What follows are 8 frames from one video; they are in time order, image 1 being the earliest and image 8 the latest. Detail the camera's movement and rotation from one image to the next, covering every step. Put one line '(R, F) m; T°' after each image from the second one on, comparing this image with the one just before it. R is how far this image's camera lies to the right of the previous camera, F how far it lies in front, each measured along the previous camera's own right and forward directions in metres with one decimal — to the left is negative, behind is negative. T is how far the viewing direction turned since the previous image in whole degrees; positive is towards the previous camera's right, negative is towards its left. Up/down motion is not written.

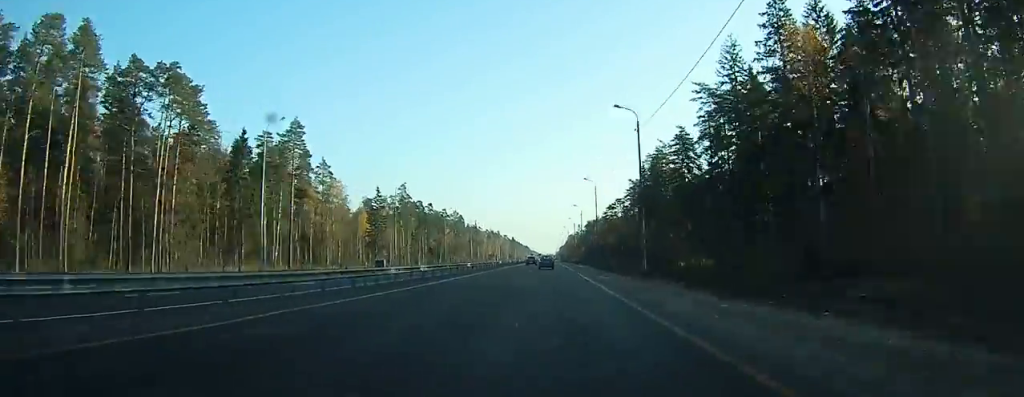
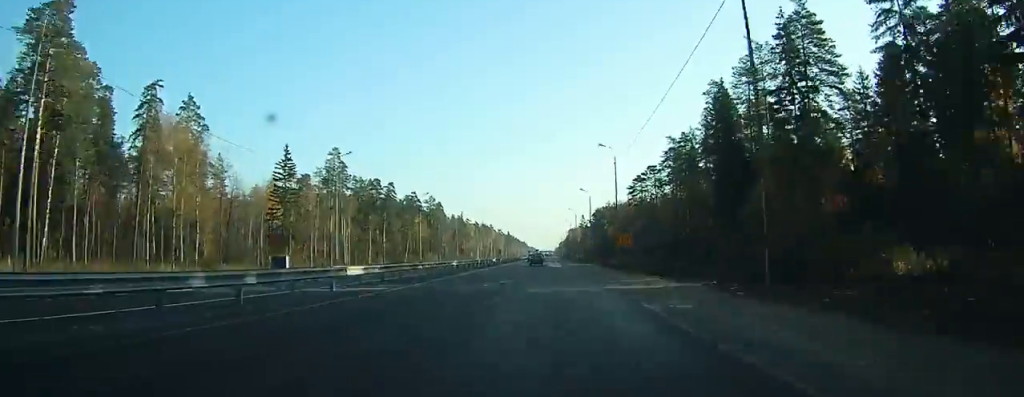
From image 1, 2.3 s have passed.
(0.0, +60.9) m; 0°
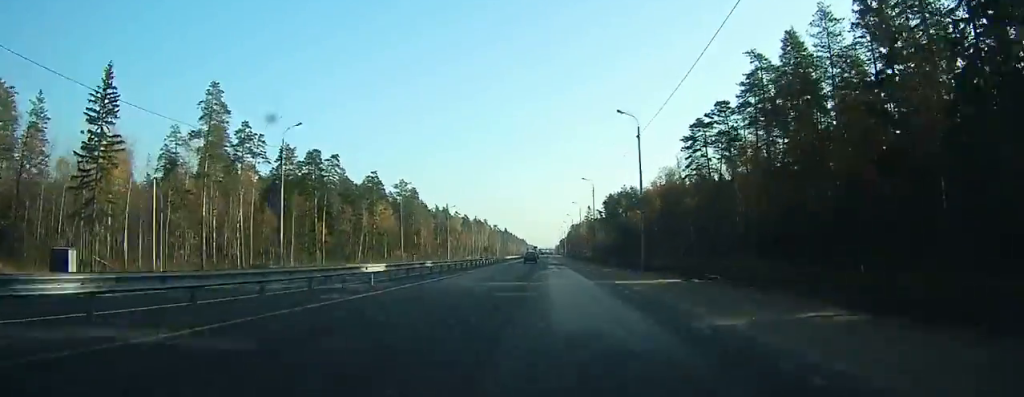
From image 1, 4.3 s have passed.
(0.0, +46.7) m; 0°
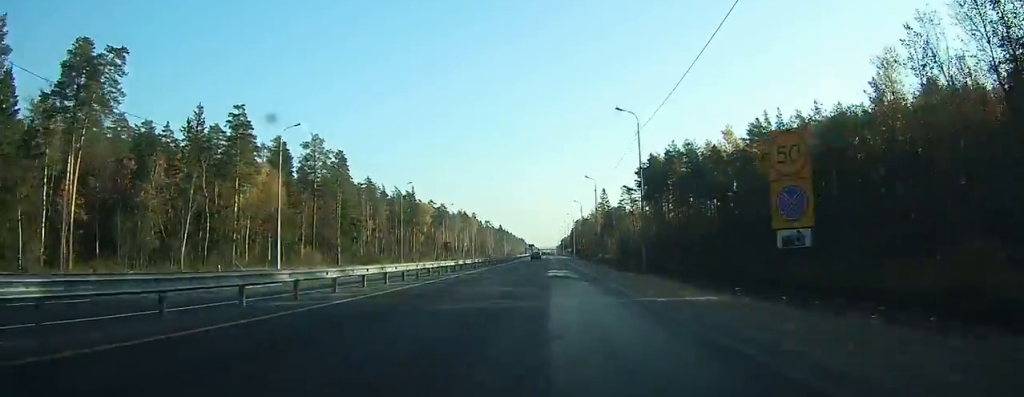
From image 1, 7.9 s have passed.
(+0.2, +74.5) m; 0°
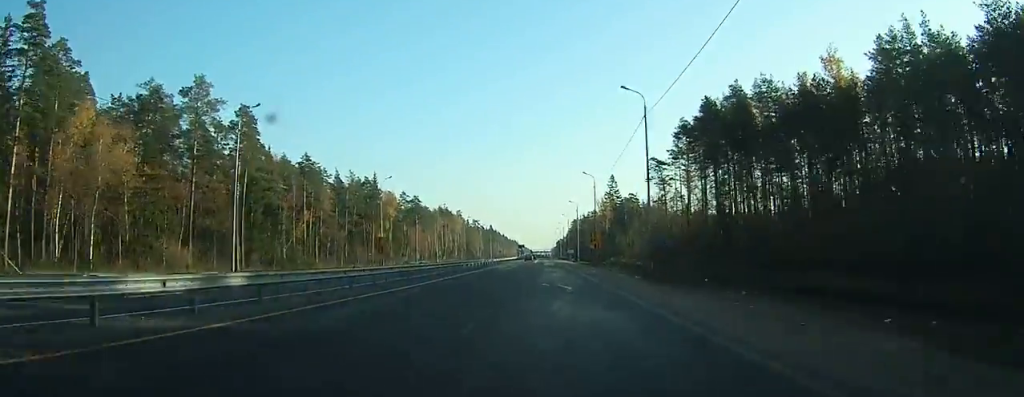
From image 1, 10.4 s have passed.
(-0.1, +47.1) m; 0°
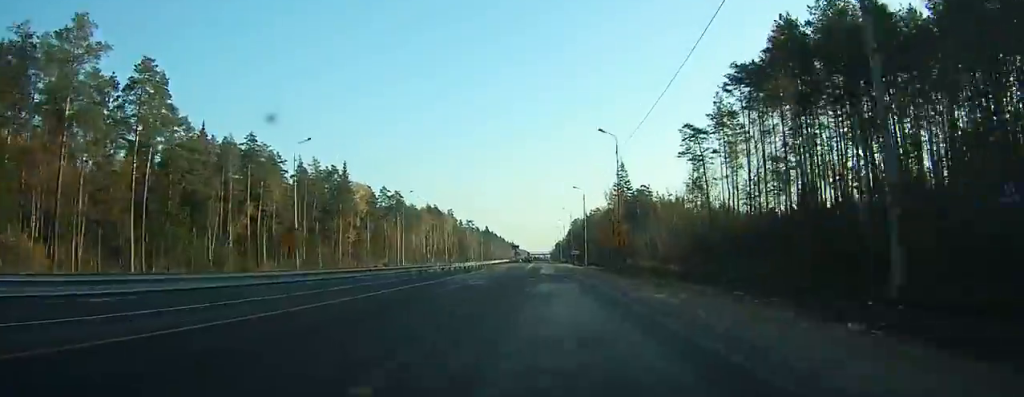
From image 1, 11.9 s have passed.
(0.0, +27.2) m; 0°
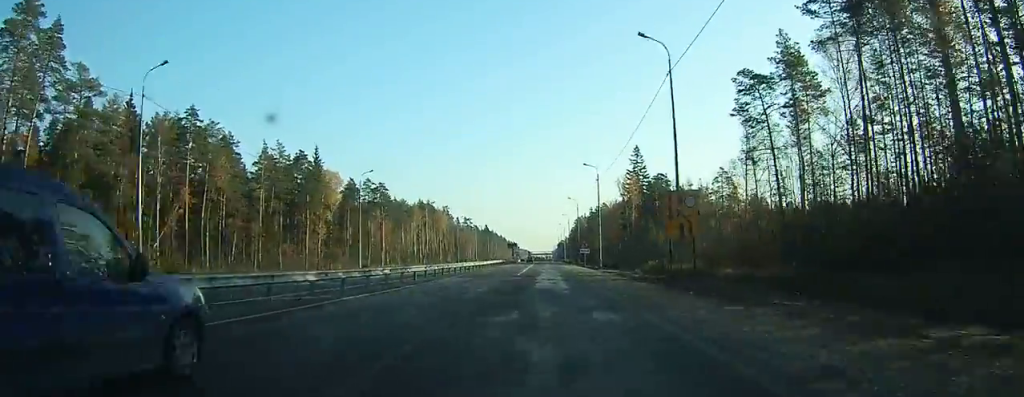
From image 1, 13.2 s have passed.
(0.0, +21.8) m; 0°
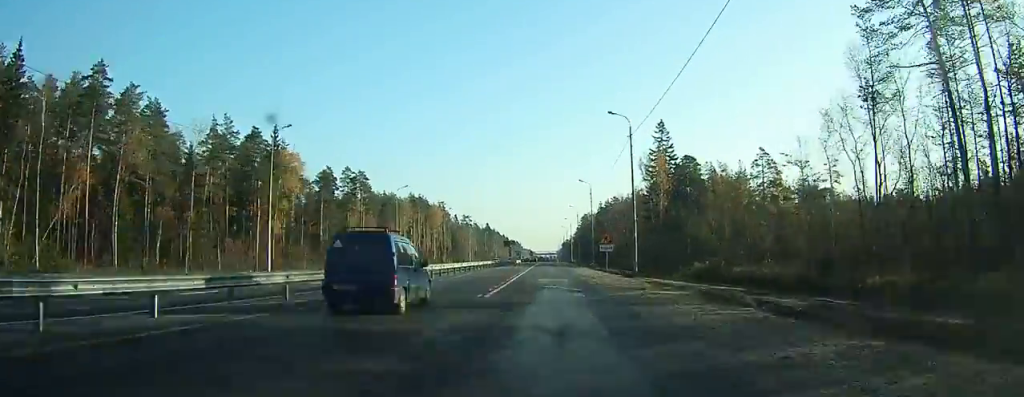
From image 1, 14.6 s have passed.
(0.0, +23.2) m; 0°
